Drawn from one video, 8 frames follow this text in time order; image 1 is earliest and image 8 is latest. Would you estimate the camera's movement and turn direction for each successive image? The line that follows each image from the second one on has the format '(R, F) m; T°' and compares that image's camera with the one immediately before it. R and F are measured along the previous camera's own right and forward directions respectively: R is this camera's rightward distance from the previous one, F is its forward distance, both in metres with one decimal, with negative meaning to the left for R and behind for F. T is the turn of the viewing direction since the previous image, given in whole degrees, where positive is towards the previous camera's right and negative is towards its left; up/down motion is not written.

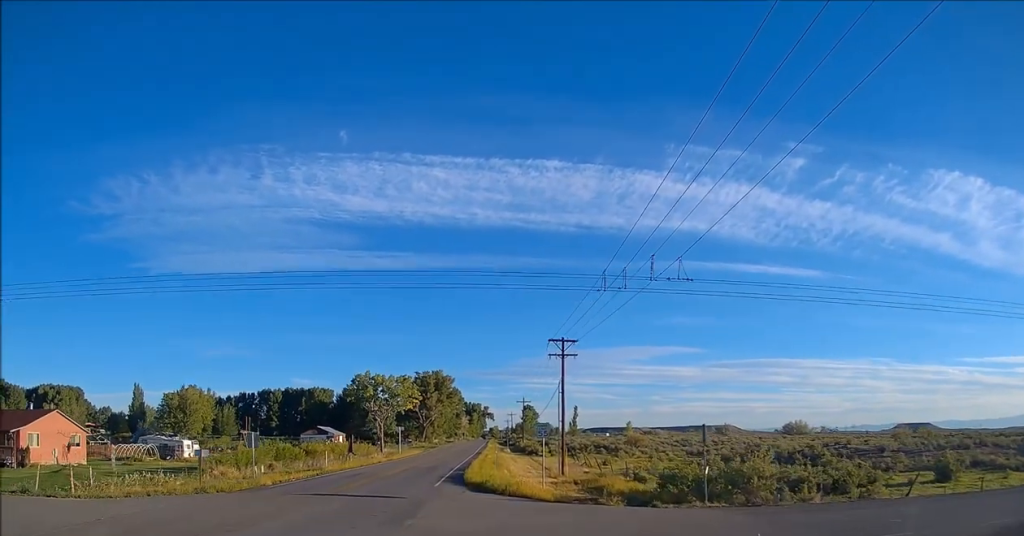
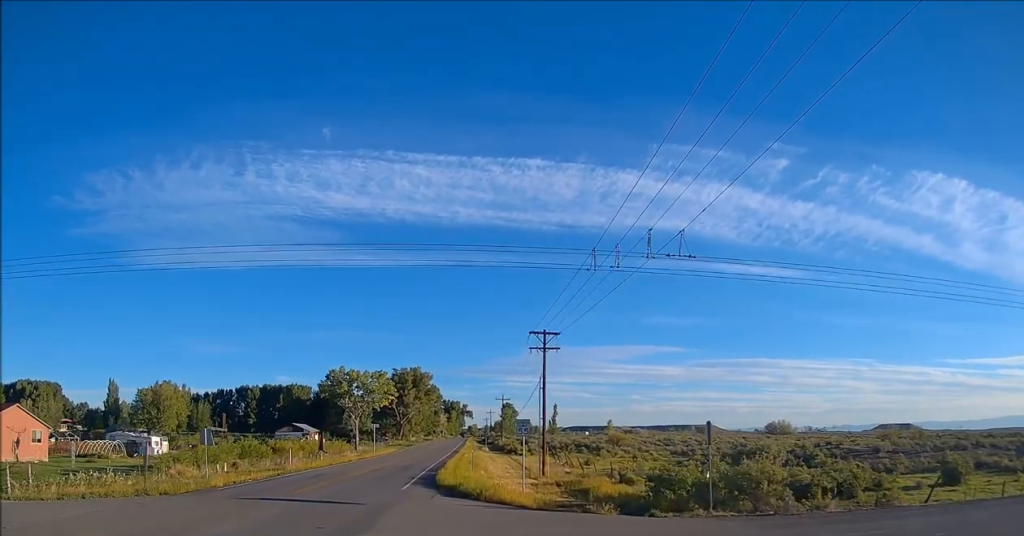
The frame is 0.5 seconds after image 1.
(+0.4, +2.9) m; +6°
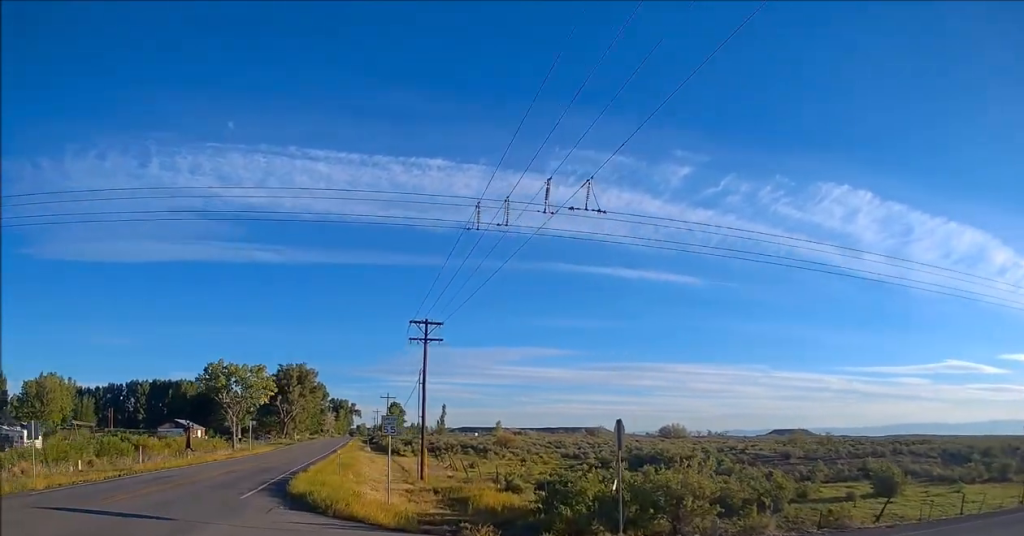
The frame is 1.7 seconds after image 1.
(+0.6, +5.0) m; +18°
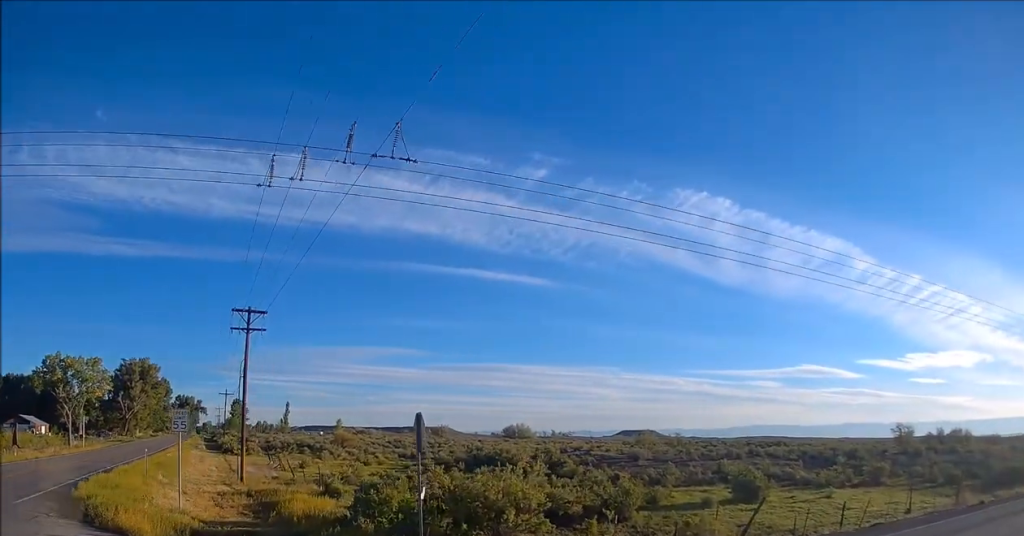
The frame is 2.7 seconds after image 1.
(+0.4, +3.2) m; +21°
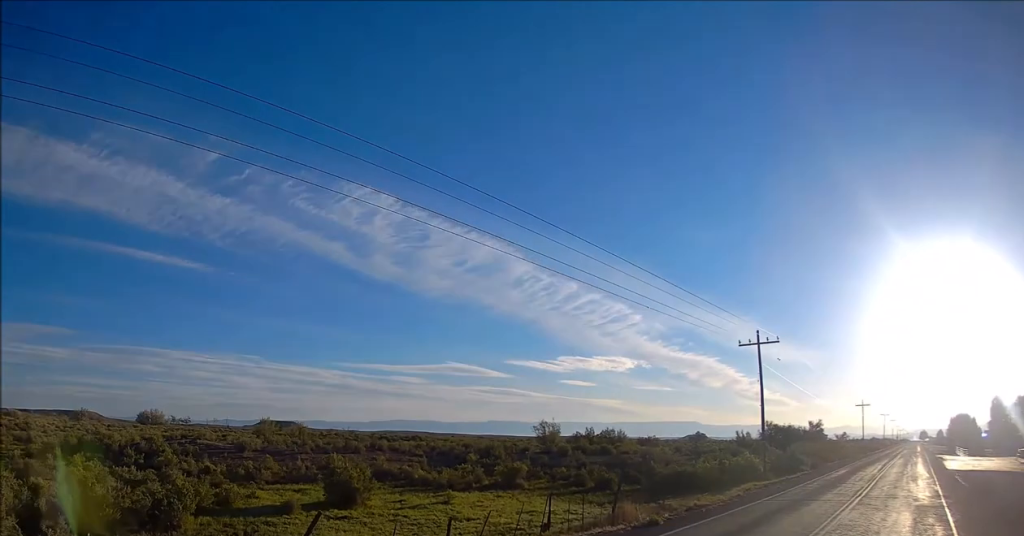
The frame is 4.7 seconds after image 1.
(+2.6, +5.9) m; +37°
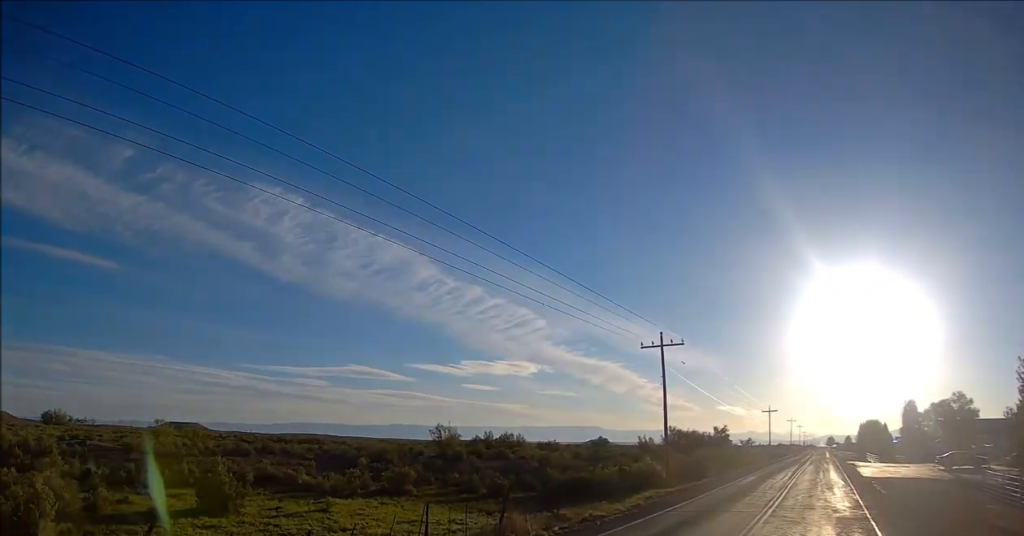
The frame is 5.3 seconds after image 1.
(+0.2, +2.3) m; +5°
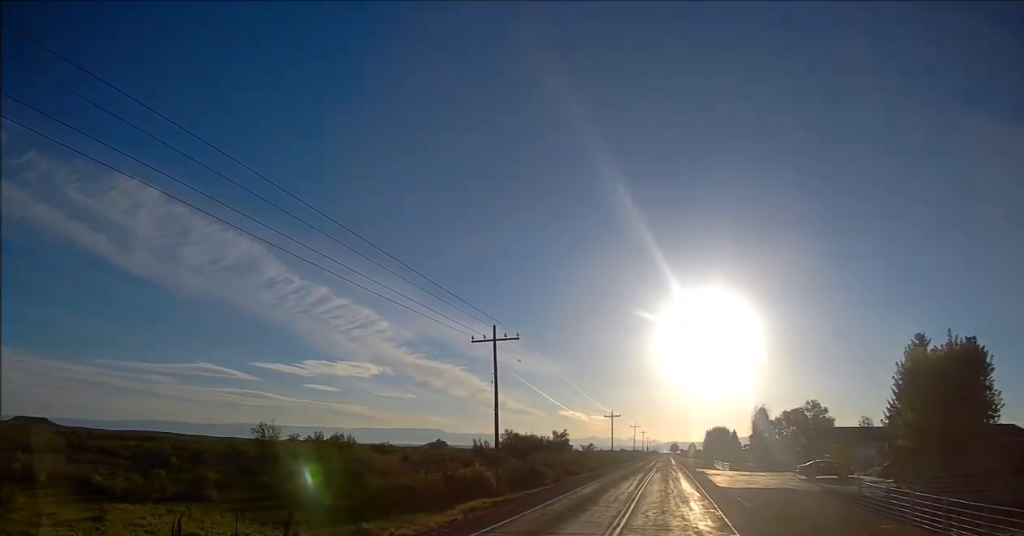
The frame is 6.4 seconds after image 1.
(+0.3, +4.9) m; +5°
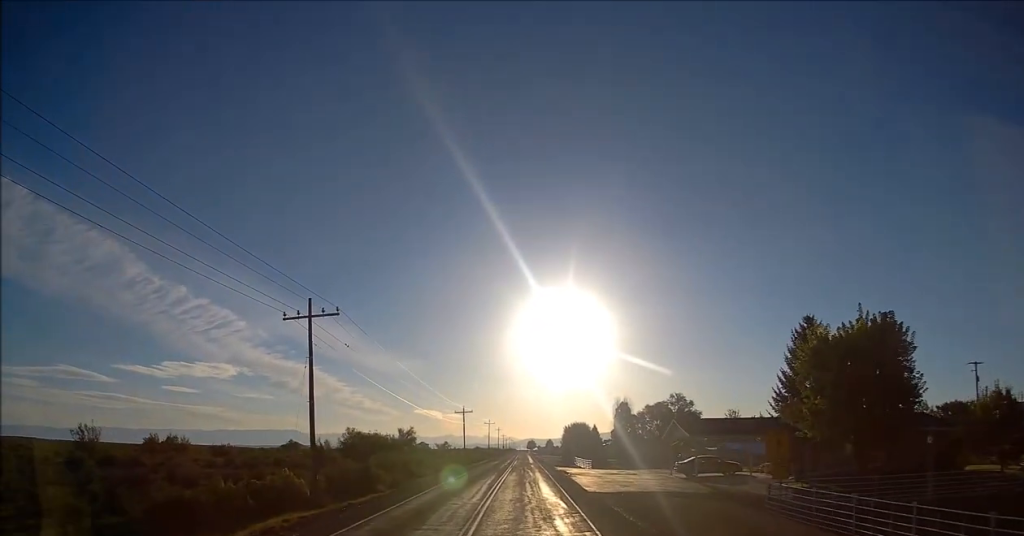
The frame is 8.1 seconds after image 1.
(+0.3, +8.2) m; +2°
